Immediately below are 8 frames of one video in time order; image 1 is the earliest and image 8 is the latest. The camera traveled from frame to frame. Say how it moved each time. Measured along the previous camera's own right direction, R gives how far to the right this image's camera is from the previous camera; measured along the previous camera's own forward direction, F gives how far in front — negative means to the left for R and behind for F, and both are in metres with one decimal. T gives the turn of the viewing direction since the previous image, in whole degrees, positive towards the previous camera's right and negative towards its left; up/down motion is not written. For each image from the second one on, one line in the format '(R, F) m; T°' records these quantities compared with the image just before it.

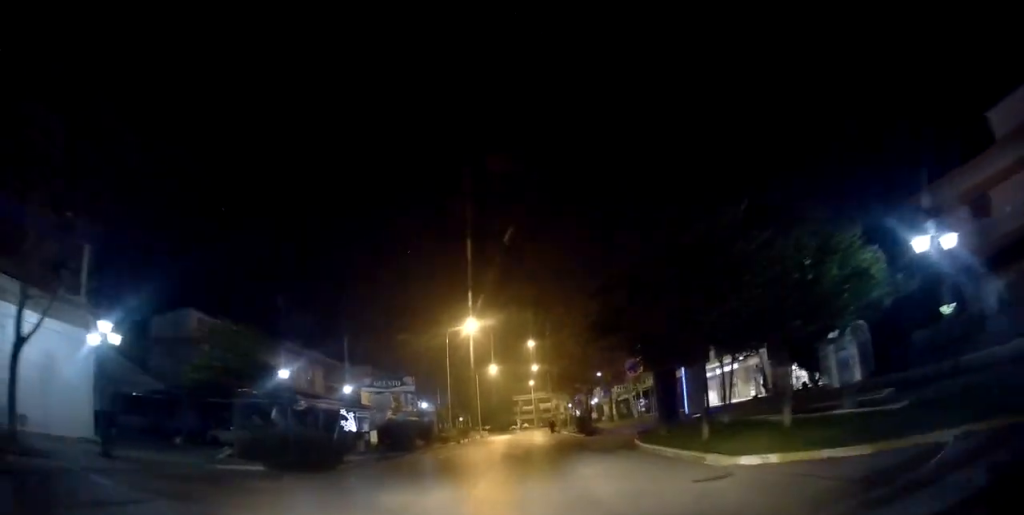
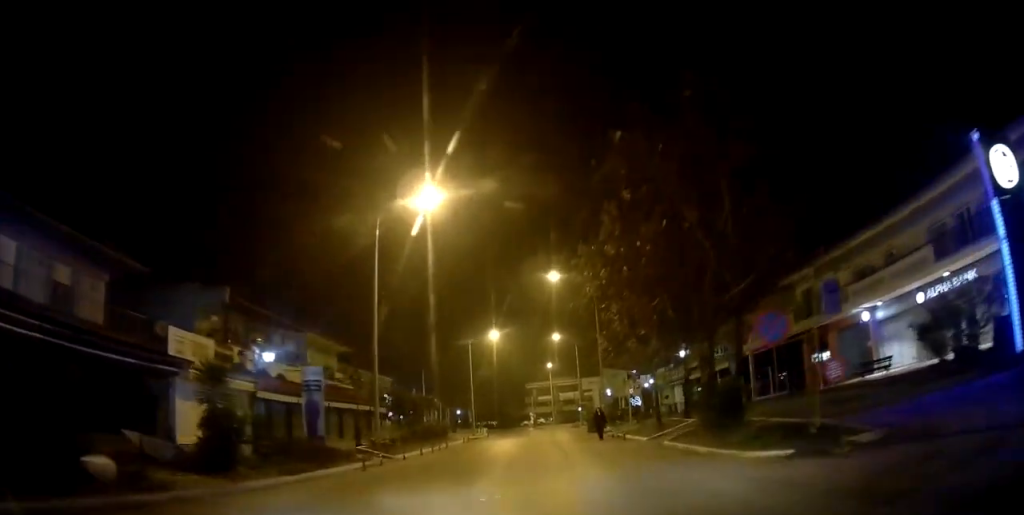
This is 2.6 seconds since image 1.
(-0.1, +29.4) m; 0°
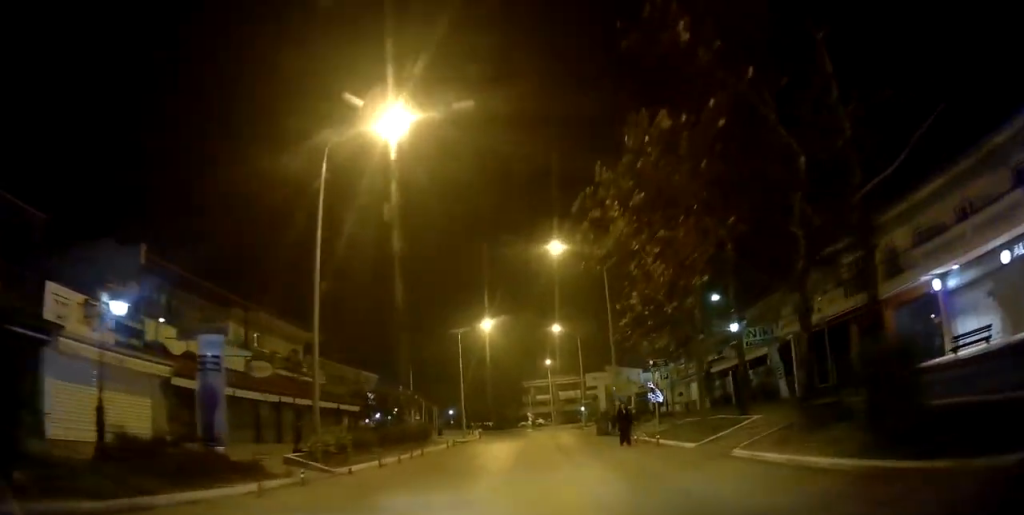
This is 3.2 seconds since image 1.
(-0.2, +6.7) m; -1°
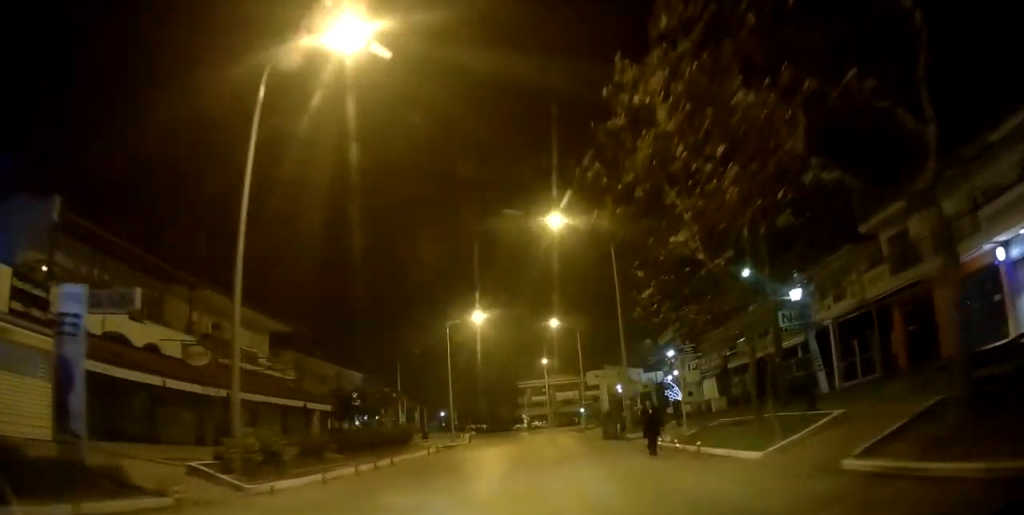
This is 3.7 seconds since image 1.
(0.0, +4.7) m; 0°
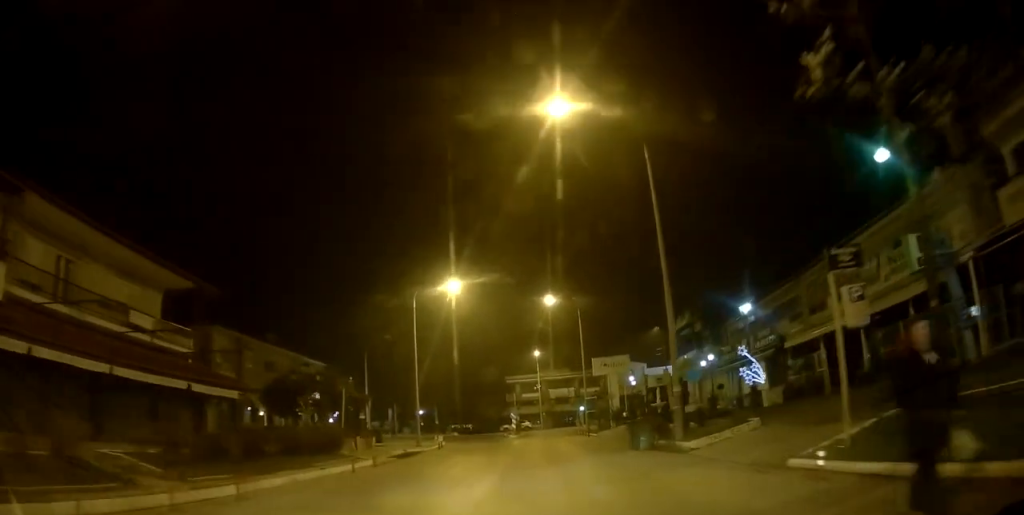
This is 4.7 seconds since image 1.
(+0.1, +10.5) m; +2°
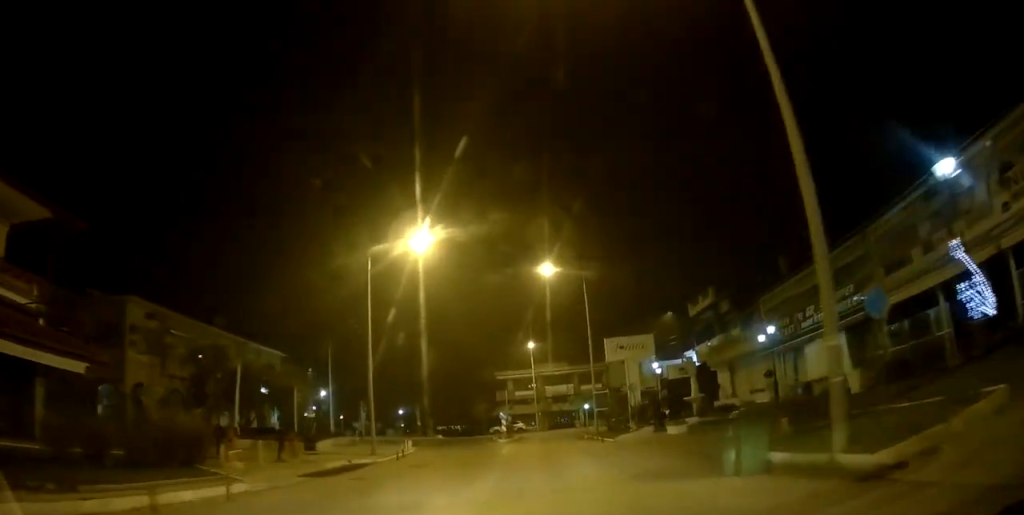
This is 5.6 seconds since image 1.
(+0.1, +9.2) m; +2°
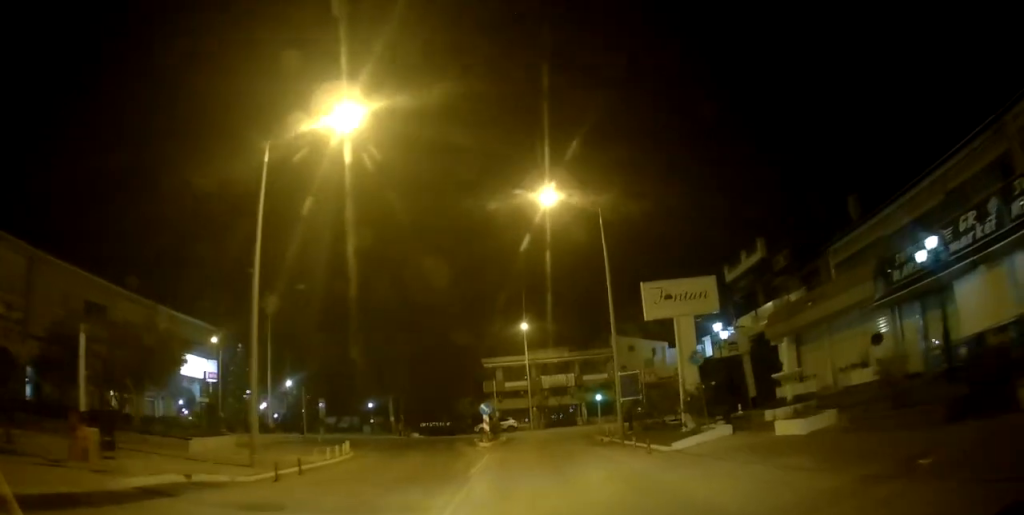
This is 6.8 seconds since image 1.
(+0.2, +10.9) m; -1°
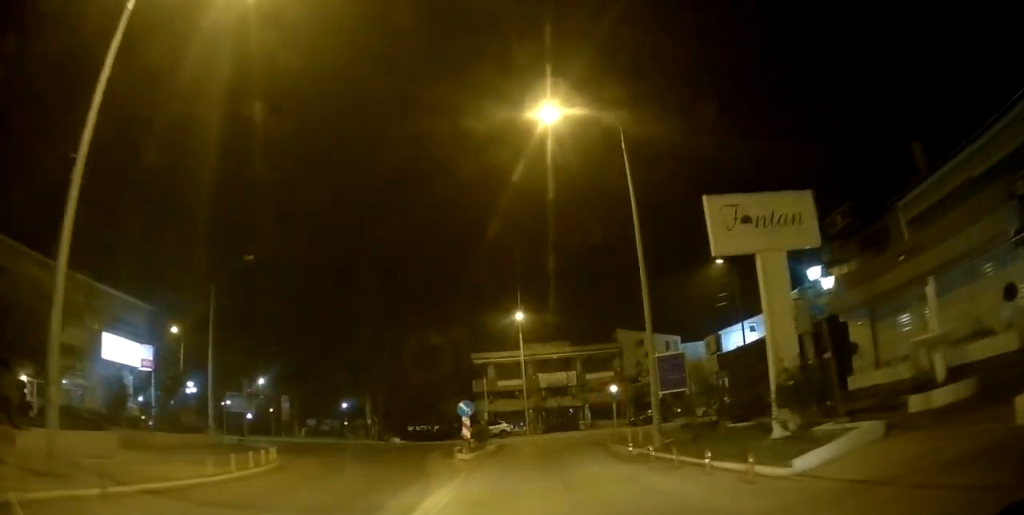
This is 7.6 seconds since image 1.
(-0.2, +7.0) m; -4°
